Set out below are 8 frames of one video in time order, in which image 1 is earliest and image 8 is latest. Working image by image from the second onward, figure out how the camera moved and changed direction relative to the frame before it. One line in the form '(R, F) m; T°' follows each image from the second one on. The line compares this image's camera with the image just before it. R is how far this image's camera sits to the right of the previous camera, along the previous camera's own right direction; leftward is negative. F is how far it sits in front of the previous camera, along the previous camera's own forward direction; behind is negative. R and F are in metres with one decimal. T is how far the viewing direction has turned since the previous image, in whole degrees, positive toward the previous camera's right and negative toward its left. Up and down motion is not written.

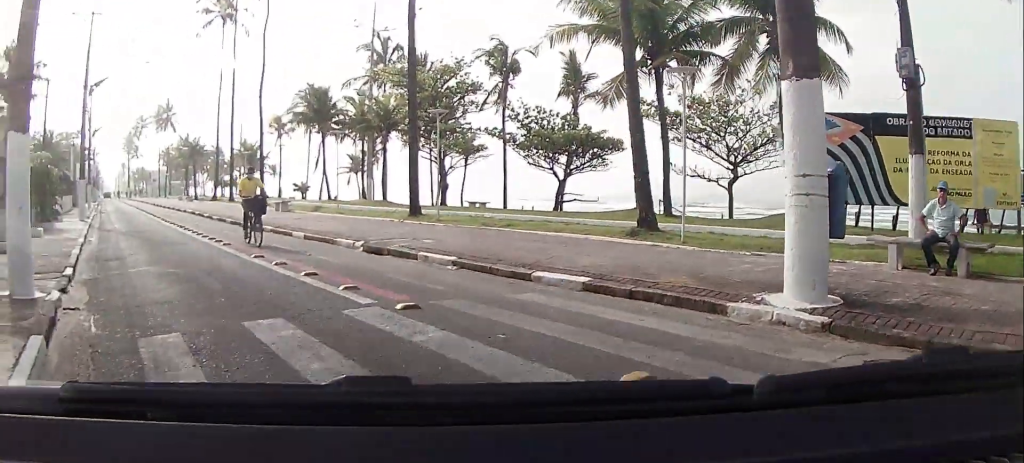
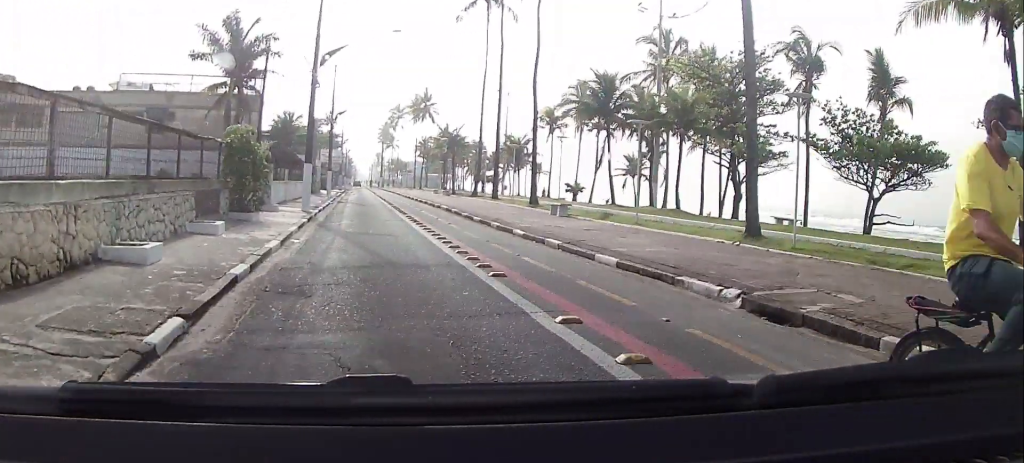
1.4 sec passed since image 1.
(-2.8, +4.7) m; -53°
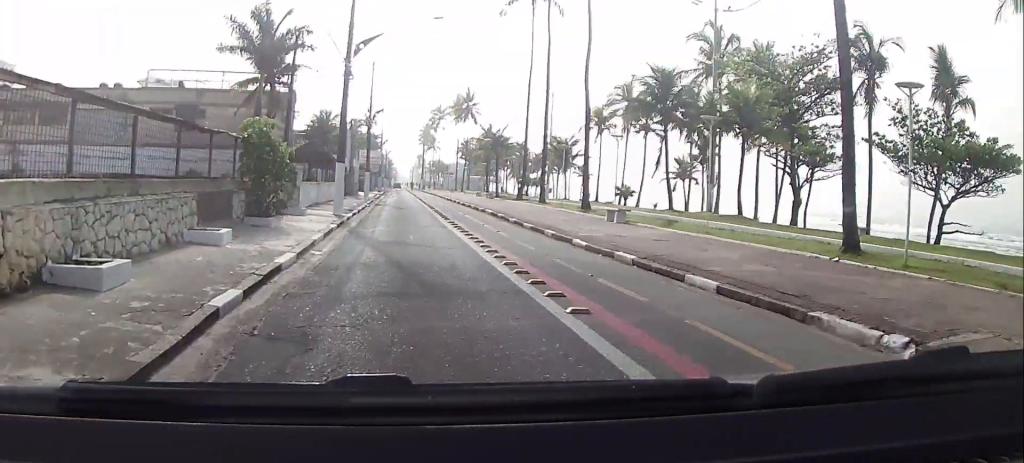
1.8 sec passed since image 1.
(-0.3, +2.4) m; -7°
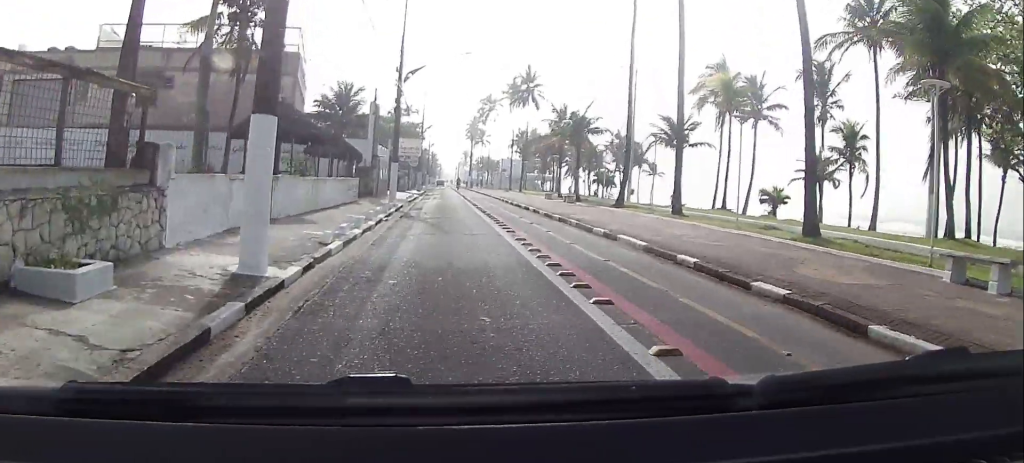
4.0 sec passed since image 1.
(-1.8, +13.9) m; -11°
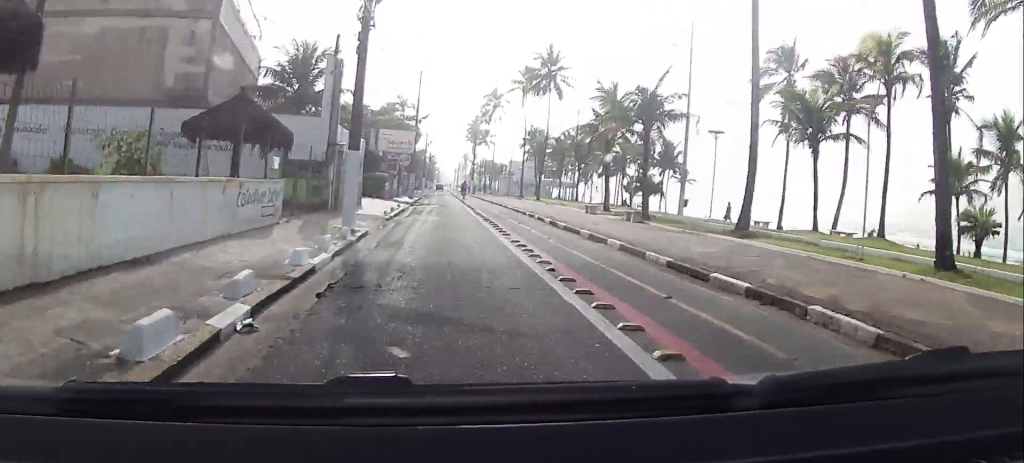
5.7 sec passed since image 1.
(-0.3, +12.6) m; -2°
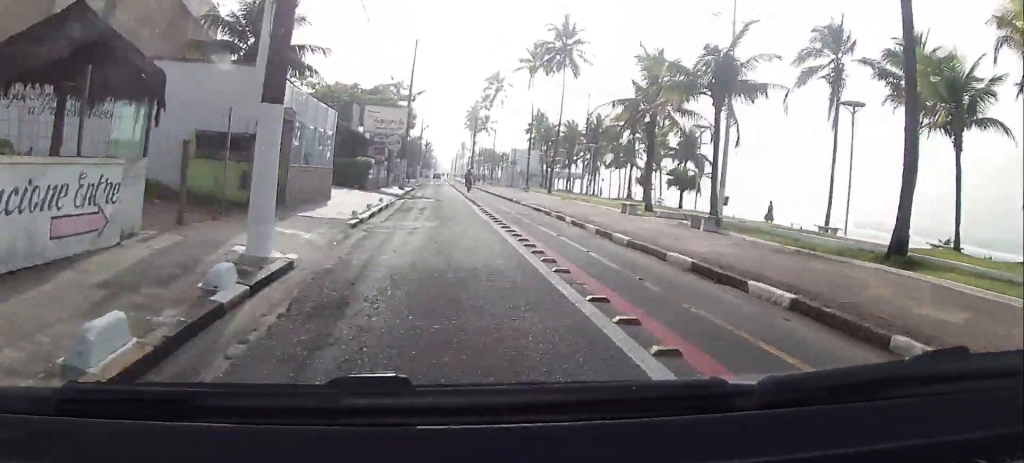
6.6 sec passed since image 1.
(0.0, +7.6) m; +1°
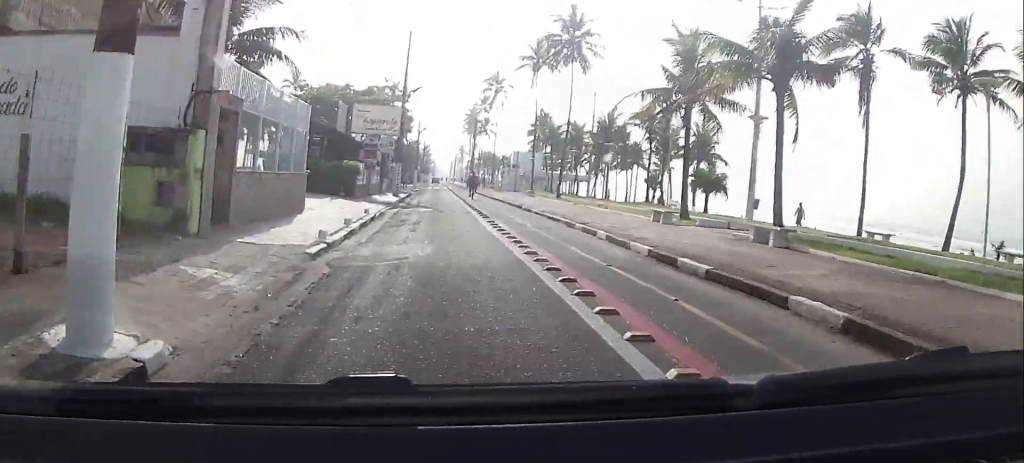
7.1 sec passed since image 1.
(+0.1, +4.4) m; 0°
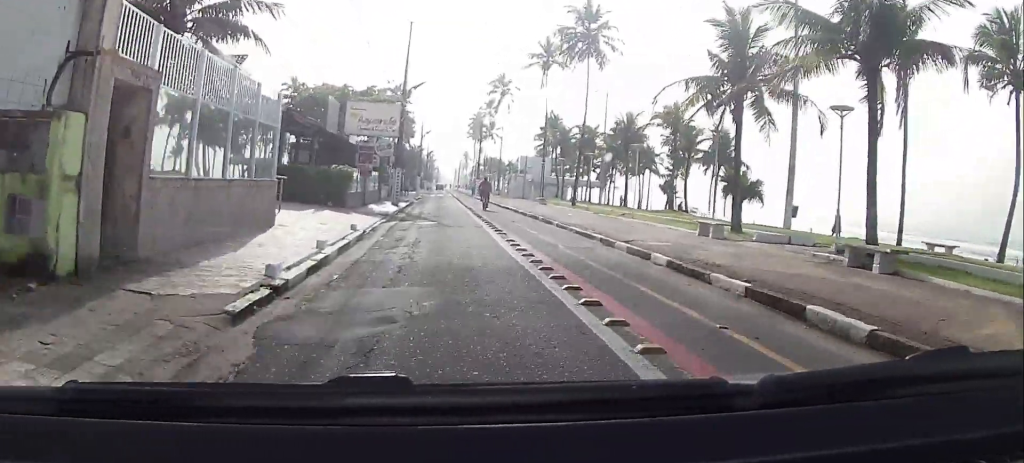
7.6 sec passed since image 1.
(0.0, +4.1) m; 0°
